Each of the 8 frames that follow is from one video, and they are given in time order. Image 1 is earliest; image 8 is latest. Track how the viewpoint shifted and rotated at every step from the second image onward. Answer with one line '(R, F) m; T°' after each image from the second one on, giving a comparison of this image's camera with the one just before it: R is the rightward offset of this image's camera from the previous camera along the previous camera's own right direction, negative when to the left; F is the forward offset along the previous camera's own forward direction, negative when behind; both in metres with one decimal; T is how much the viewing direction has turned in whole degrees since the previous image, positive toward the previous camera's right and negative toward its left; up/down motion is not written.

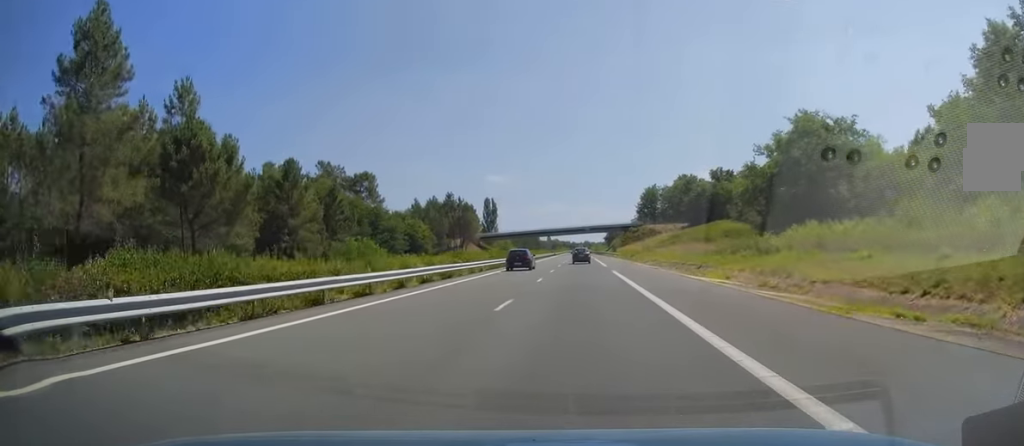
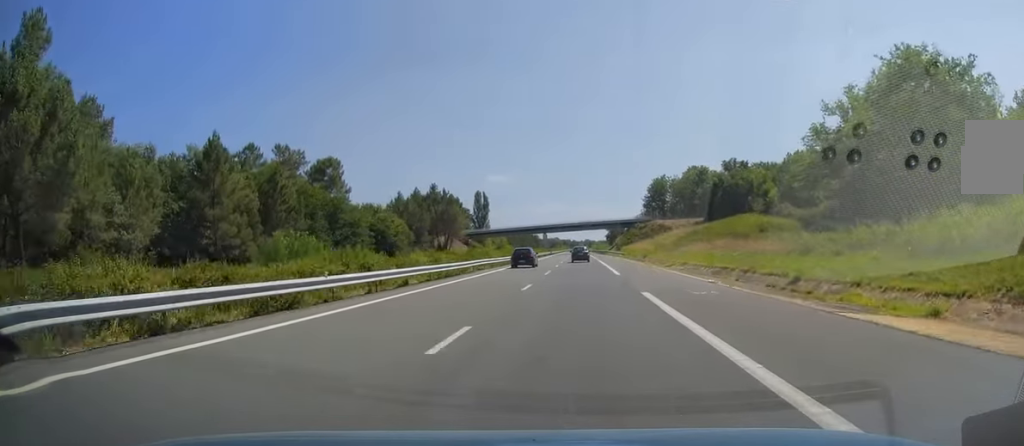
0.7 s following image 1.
(0.0, +19.2) m; -1°
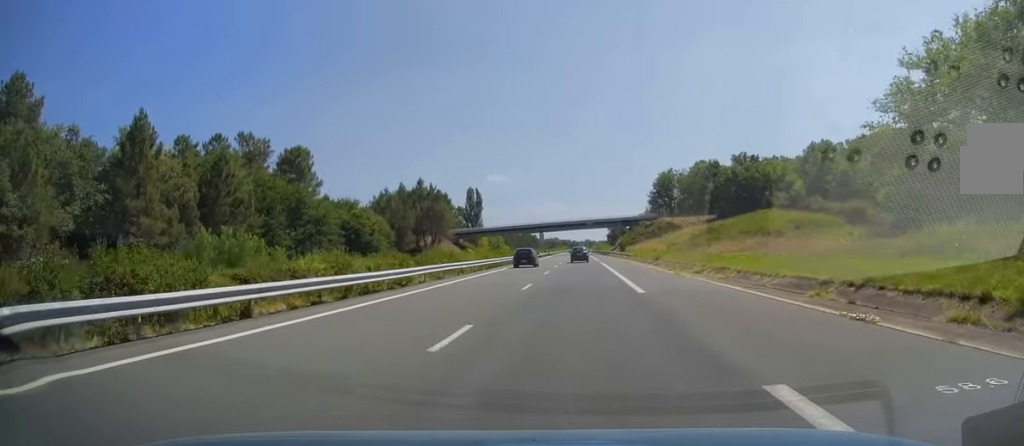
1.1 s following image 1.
(-0.1, +12.8) m; 0°
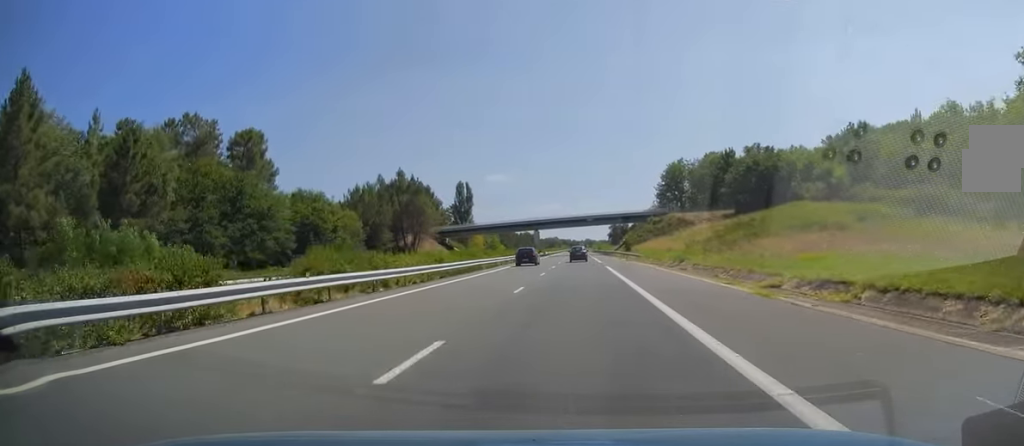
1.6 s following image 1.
(-0.2, +15.2) m; 0°
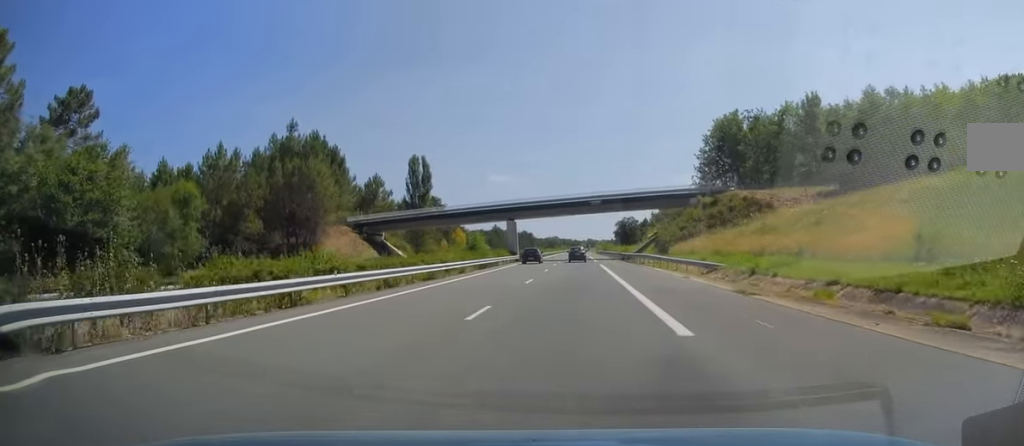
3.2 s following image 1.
(+0.1, +46.0) m; 0°
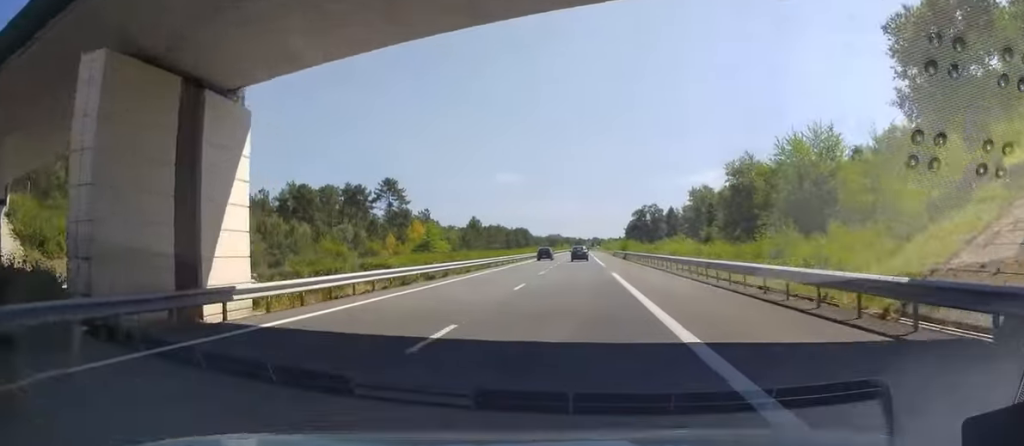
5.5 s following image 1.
(-0.1, +69.0) m; -1°
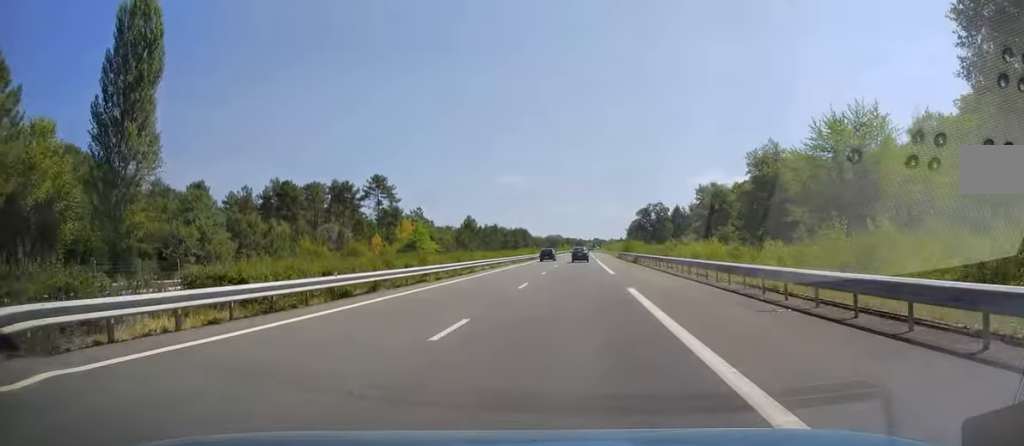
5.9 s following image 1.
(0.0, +11.8) m; 0°
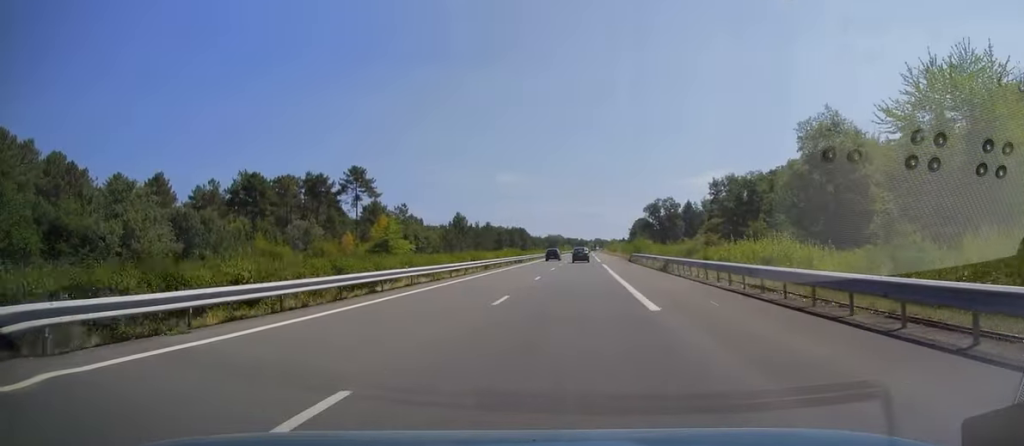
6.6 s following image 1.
(0.0, +19.7) m; 0°
